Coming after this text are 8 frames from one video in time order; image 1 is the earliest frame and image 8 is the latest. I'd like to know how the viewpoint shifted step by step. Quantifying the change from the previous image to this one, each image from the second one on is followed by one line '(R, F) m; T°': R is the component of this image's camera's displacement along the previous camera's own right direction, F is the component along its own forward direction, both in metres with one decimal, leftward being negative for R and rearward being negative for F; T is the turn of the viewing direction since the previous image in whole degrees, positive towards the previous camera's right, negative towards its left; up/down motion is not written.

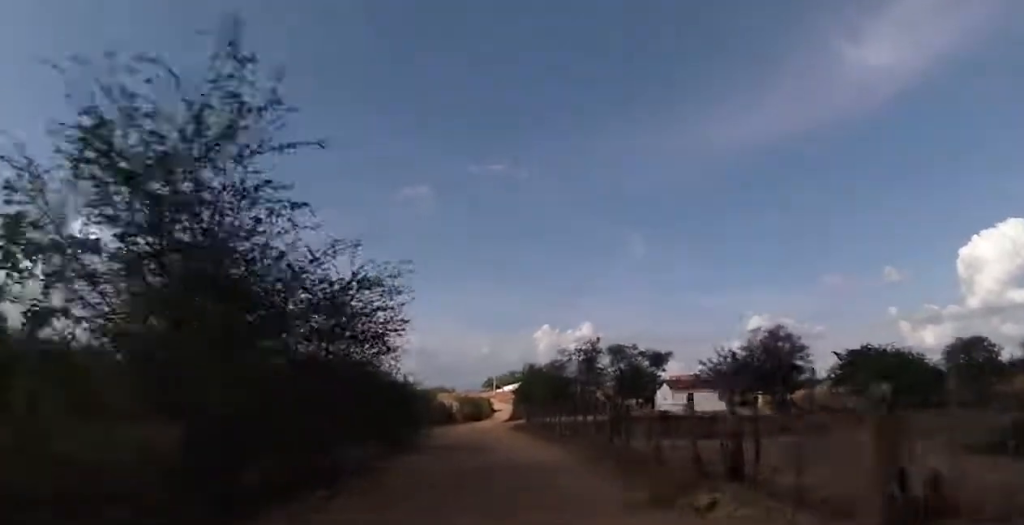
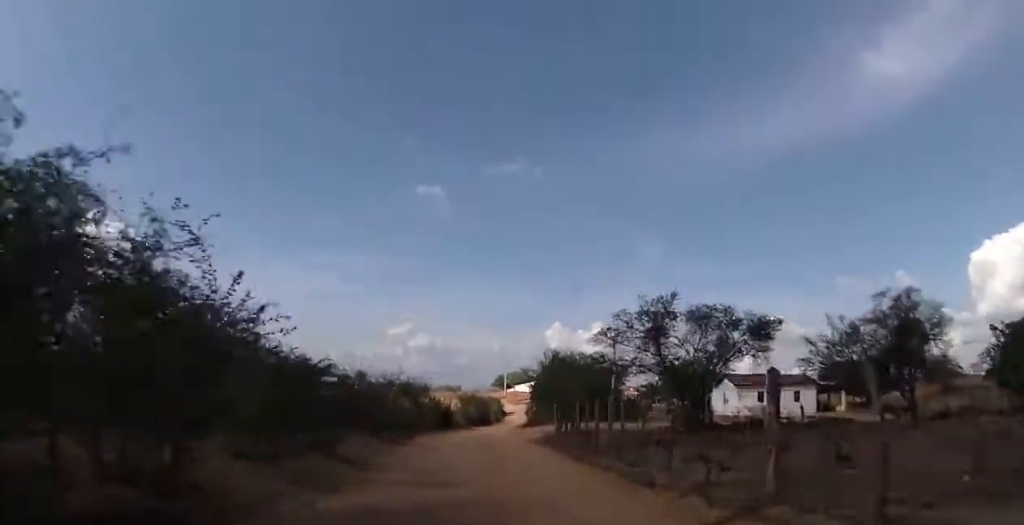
(-0.1, +20.9) m; -2°
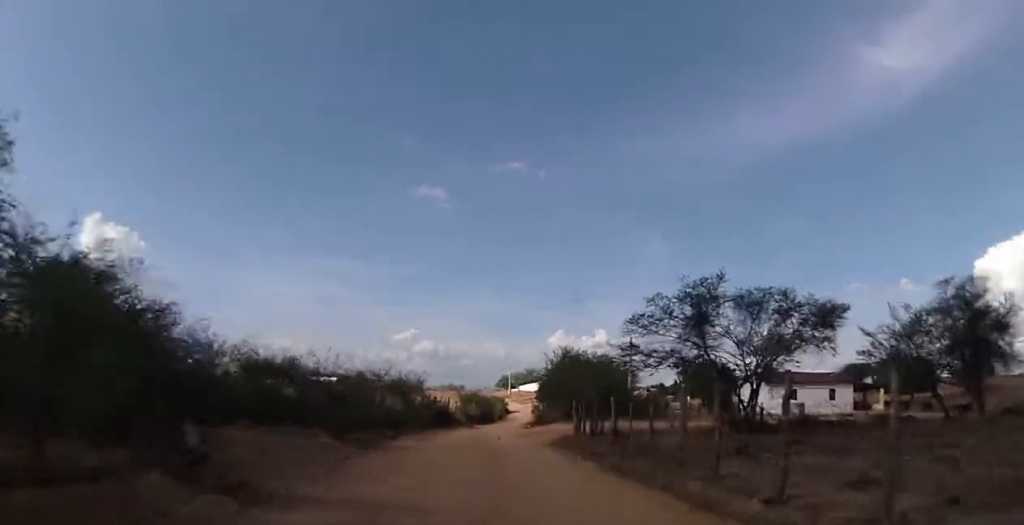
(+0.2, +7.3) m; -1°
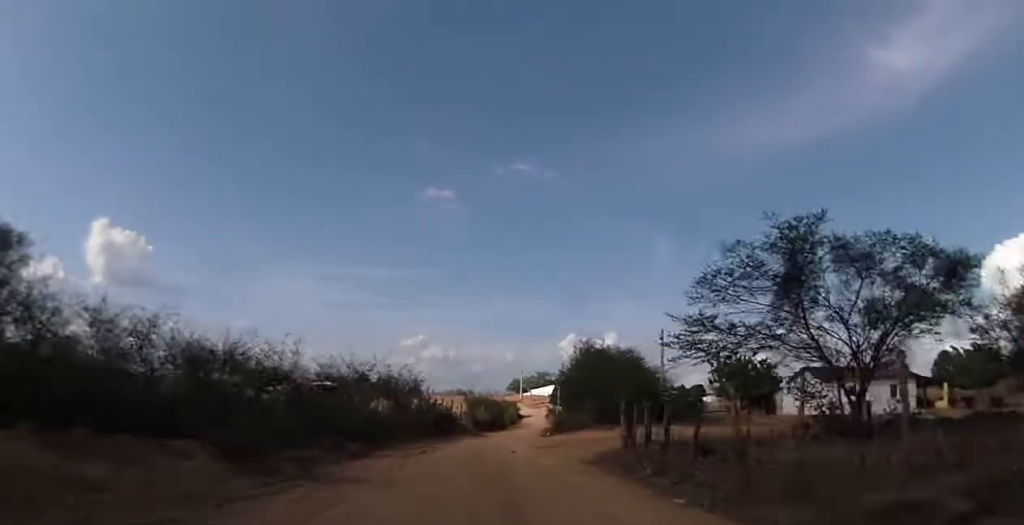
(-0.4, +9.7) m; 0°
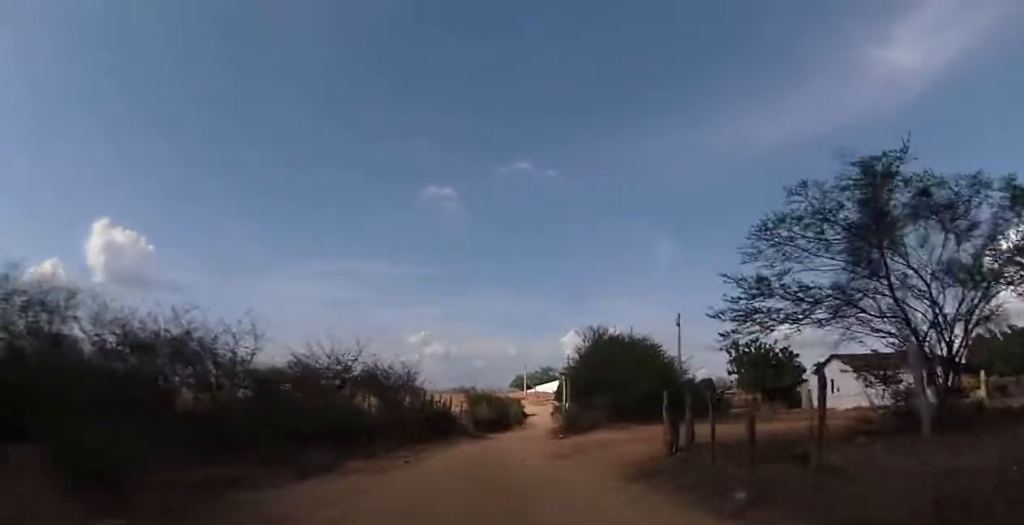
(+0.1, +5.3) m; 0°
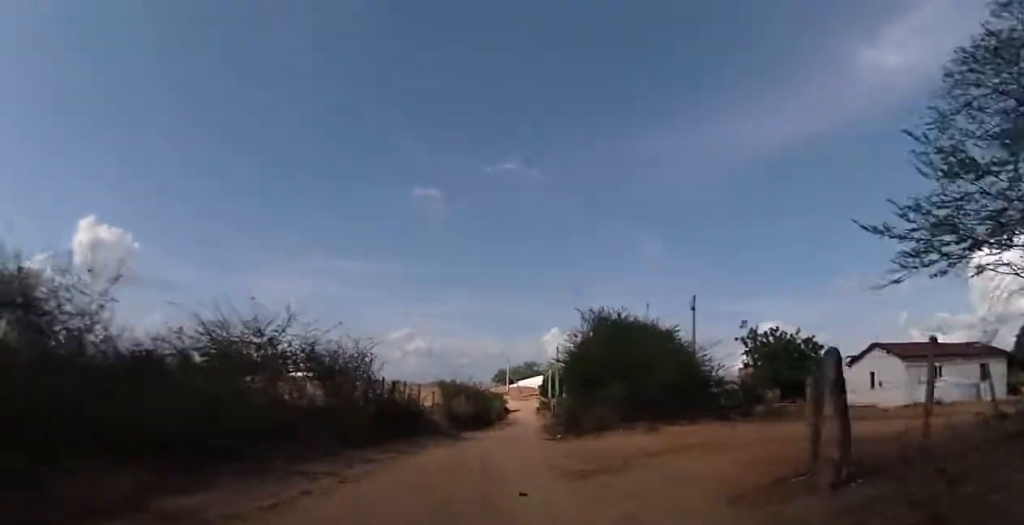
(+0.2, +10.1) m; 0°
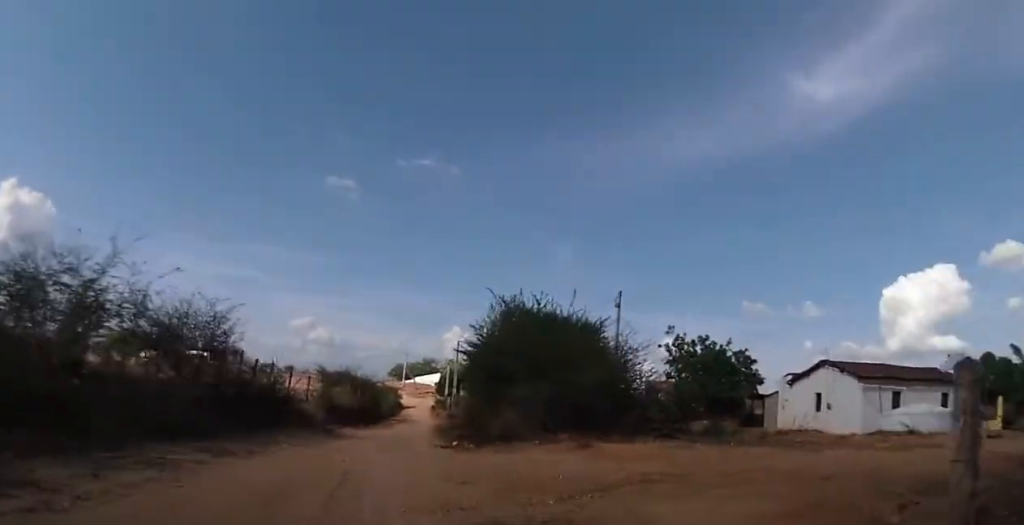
(-0.3, +7.6) m; 0°
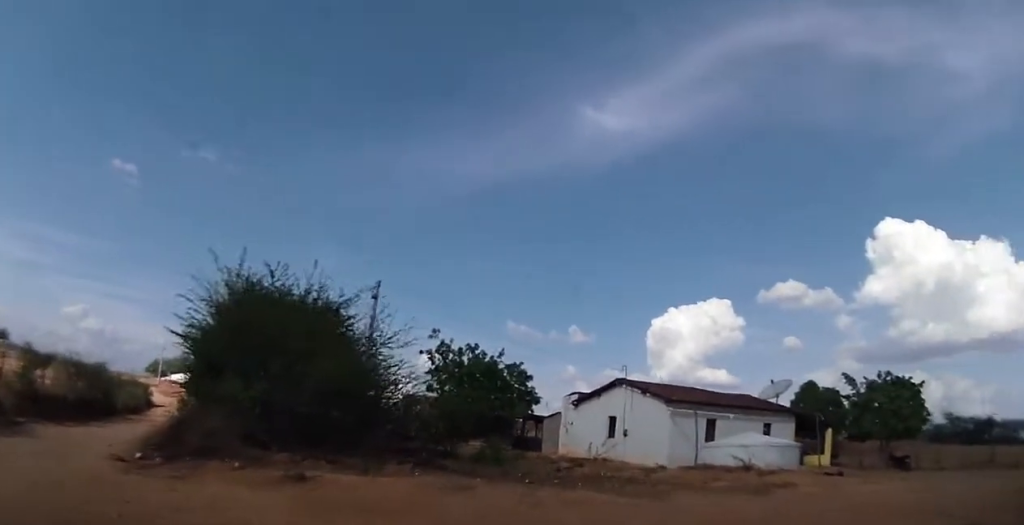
(+0.4, +8.4) m; +10°
